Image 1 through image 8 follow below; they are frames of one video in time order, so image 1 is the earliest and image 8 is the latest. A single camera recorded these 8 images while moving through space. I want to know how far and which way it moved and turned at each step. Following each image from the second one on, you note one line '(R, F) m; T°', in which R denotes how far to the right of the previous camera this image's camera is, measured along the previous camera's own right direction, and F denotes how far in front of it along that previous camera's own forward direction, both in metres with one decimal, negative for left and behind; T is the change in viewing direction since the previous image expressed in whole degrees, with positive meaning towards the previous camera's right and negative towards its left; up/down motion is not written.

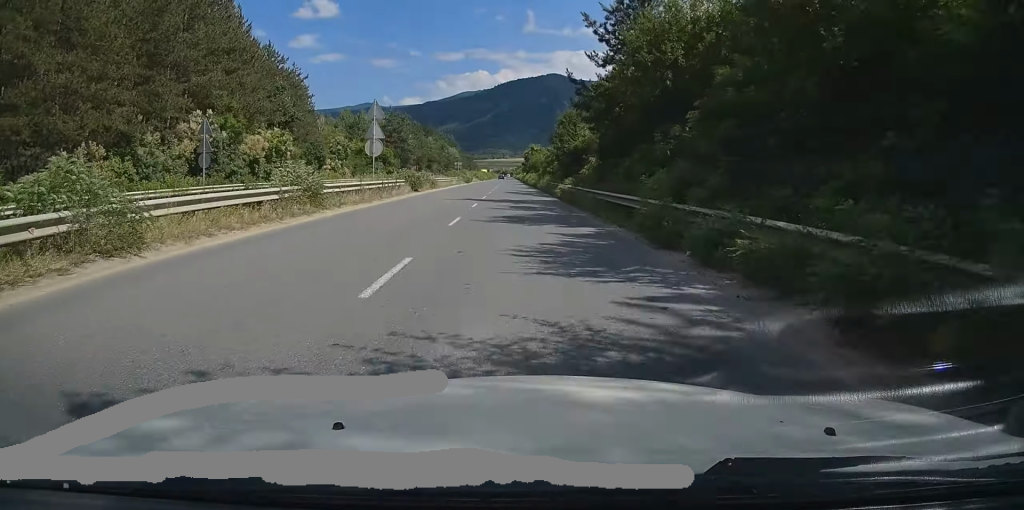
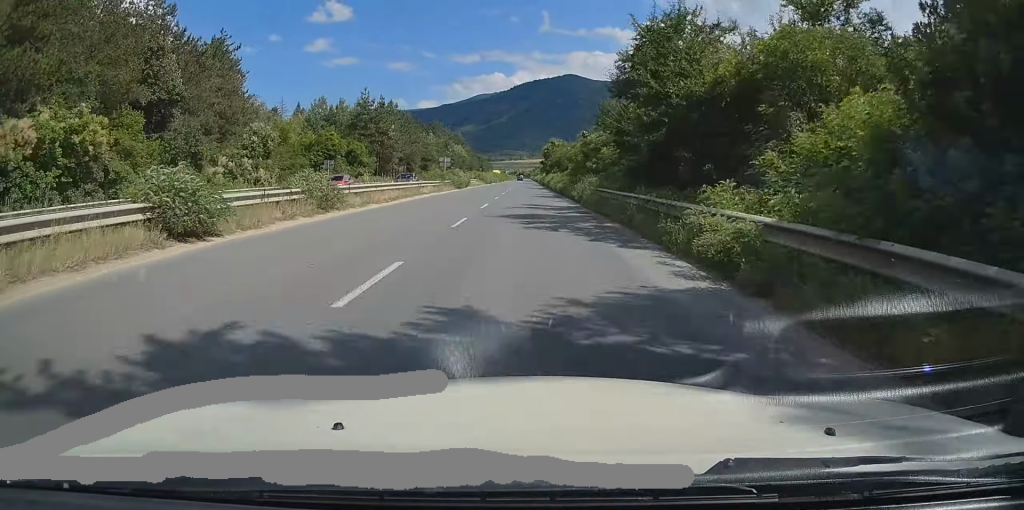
(-0.4, +27.9) m; -1°
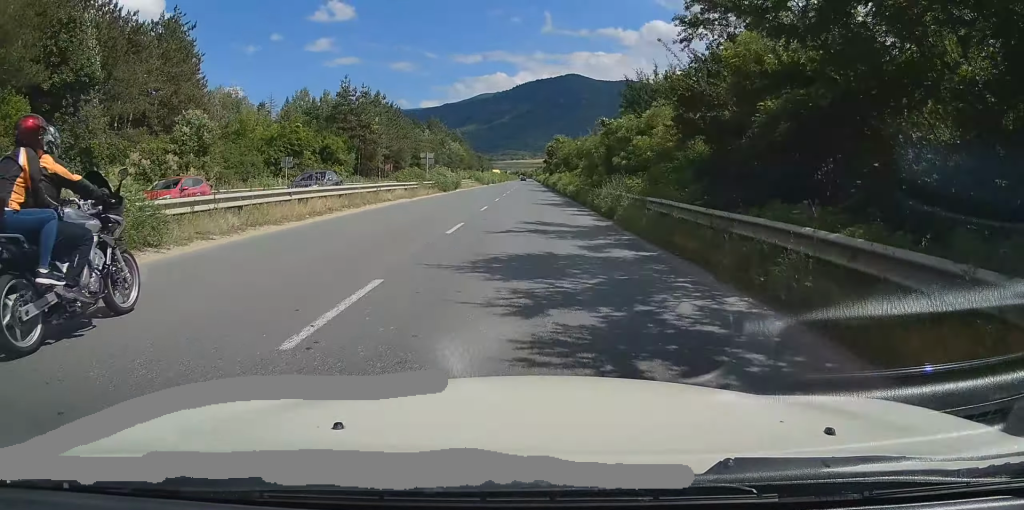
(0.0, +10.6) m; 0°
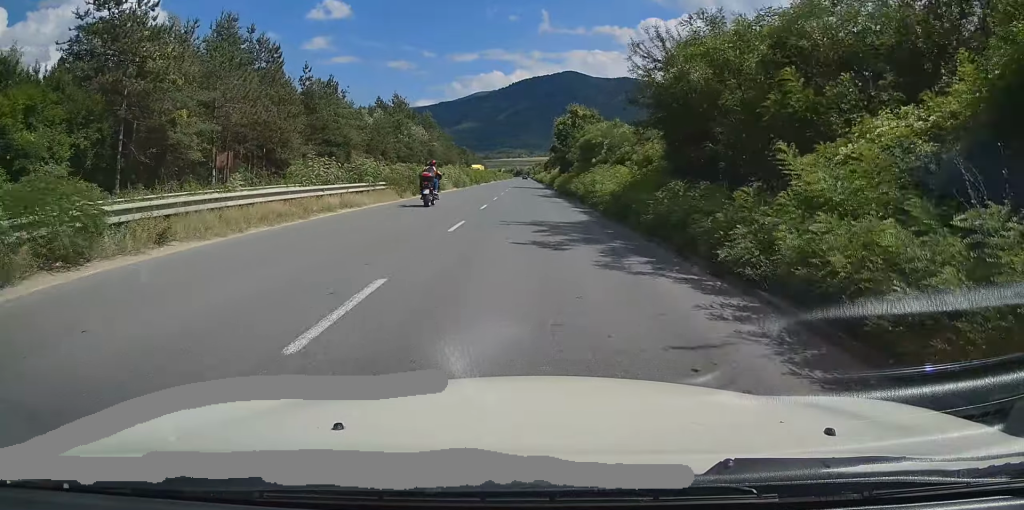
(-0.5, +45.3) m; -1°
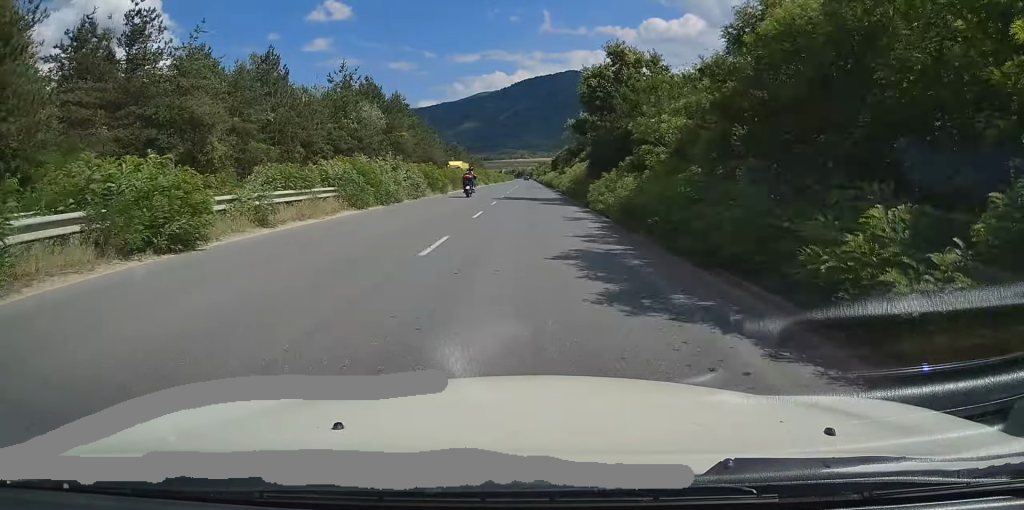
(+0.4, +30.6) m; +1°
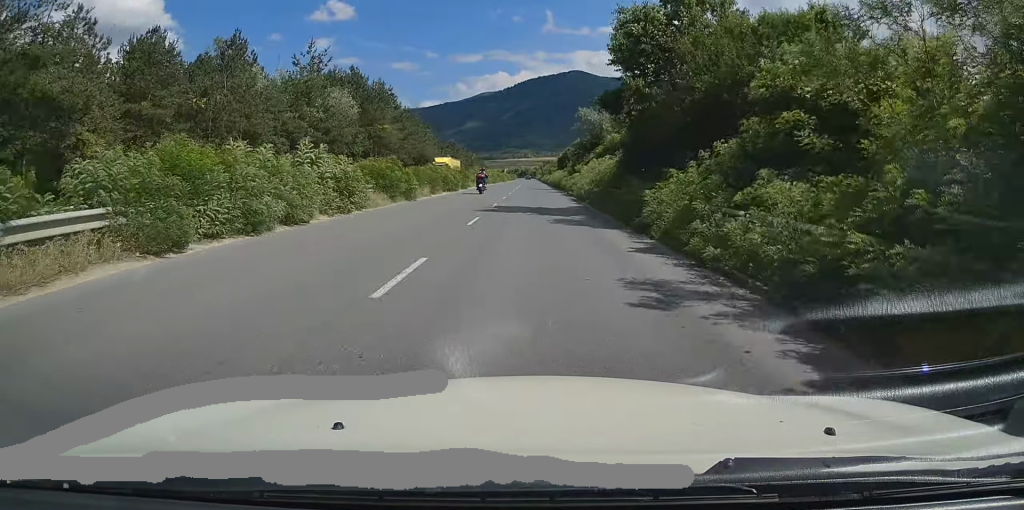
(+0.1, +12.3) m; 0°
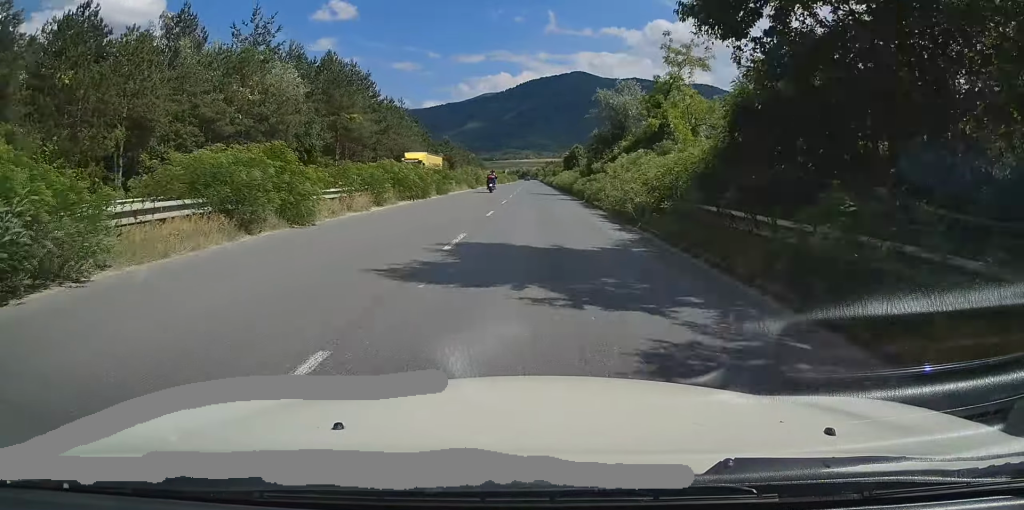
(-0.2, +14.0) m; 0°
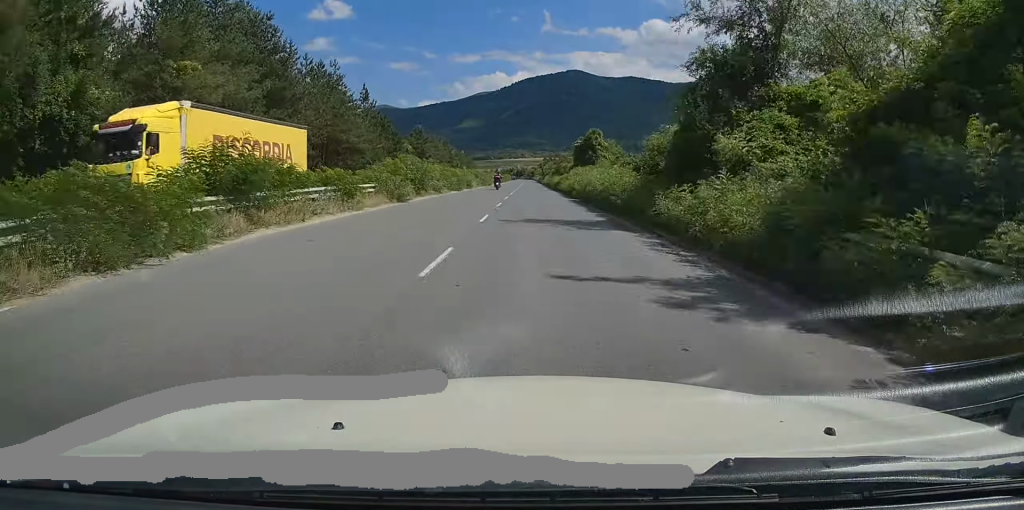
(0.0, +29.7) m; 0°
